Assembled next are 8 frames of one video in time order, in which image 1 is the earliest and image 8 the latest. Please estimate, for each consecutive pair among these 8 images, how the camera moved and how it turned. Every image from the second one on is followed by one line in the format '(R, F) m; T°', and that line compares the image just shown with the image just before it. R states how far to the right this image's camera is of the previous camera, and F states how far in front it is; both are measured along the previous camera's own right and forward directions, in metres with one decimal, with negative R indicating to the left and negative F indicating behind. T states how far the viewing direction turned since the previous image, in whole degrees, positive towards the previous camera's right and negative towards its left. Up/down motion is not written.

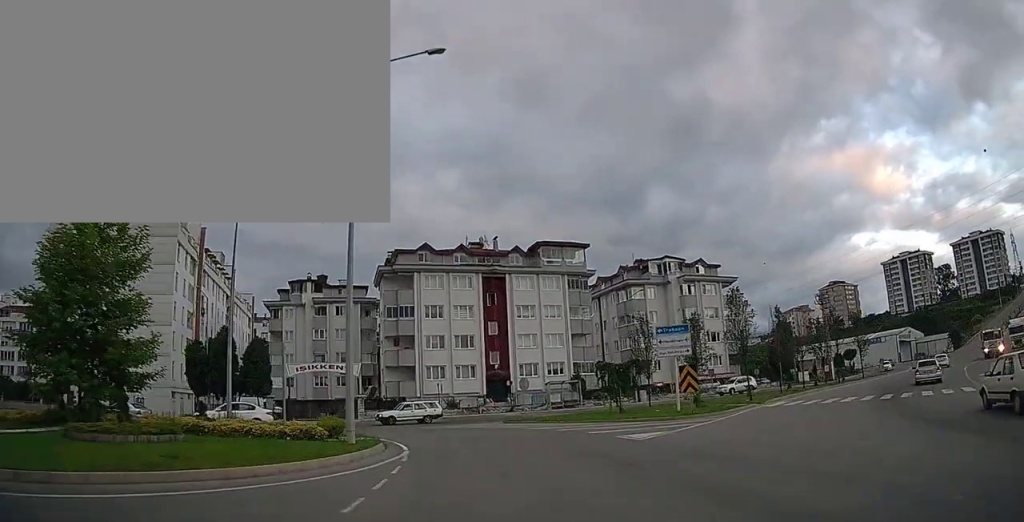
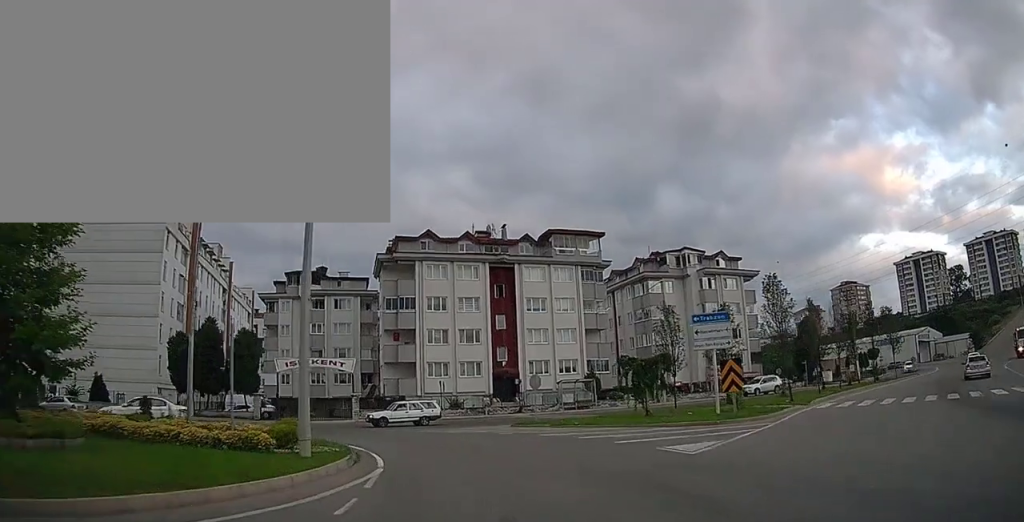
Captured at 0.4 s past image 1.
(+0.1, +4.4) m; 0°
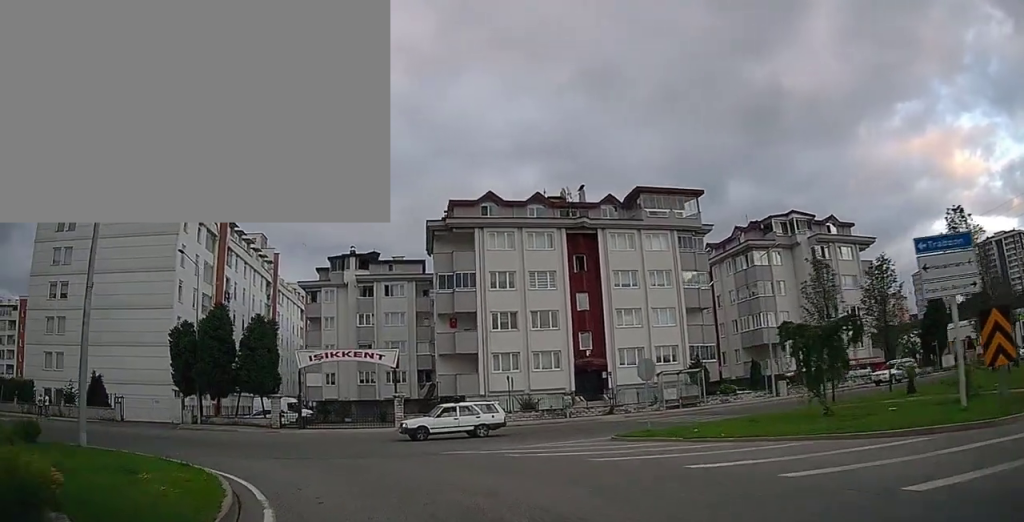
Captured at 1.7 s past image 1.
(-0.3, +10.9) m; -9°
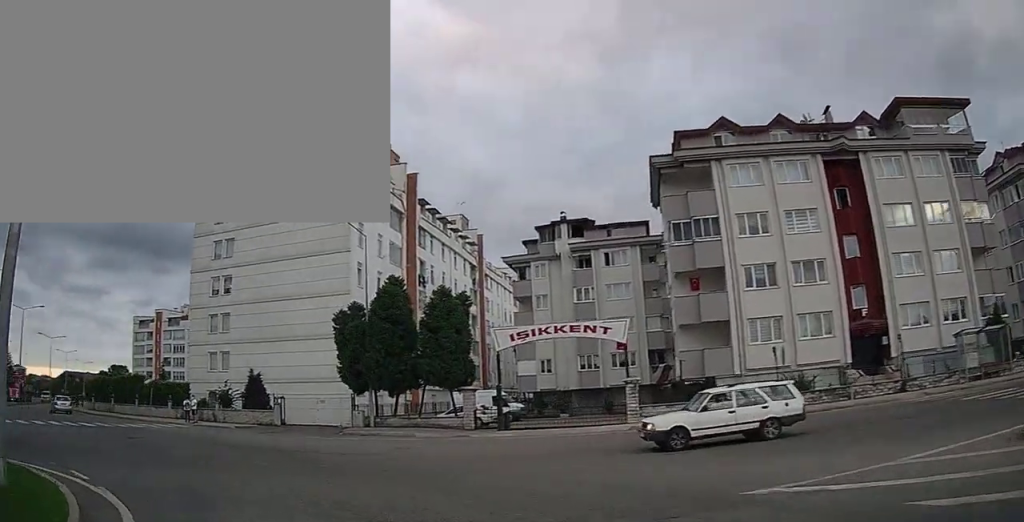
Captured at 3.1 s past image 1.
(-1.7, +8.6) m; -23°
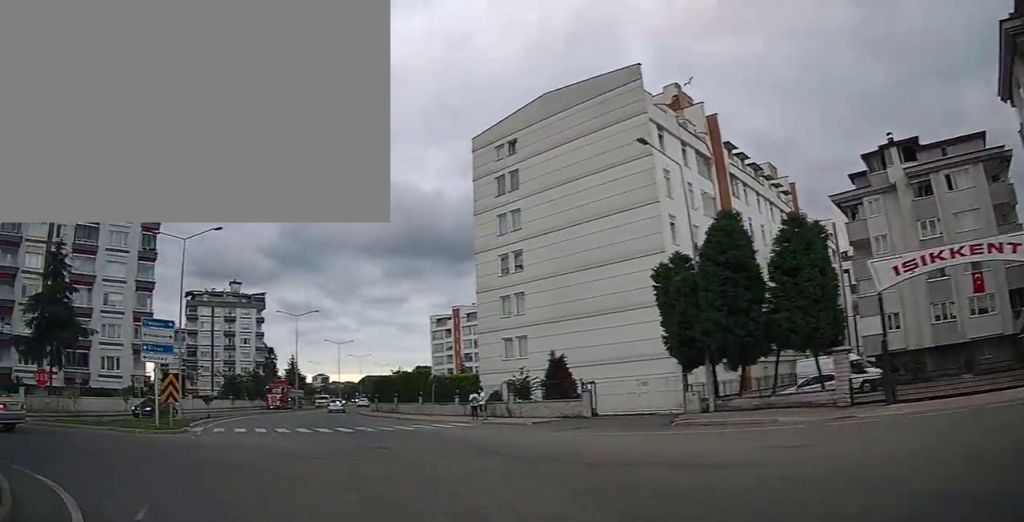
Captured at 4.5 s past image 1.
(-1.3, +5.2) m; -33°
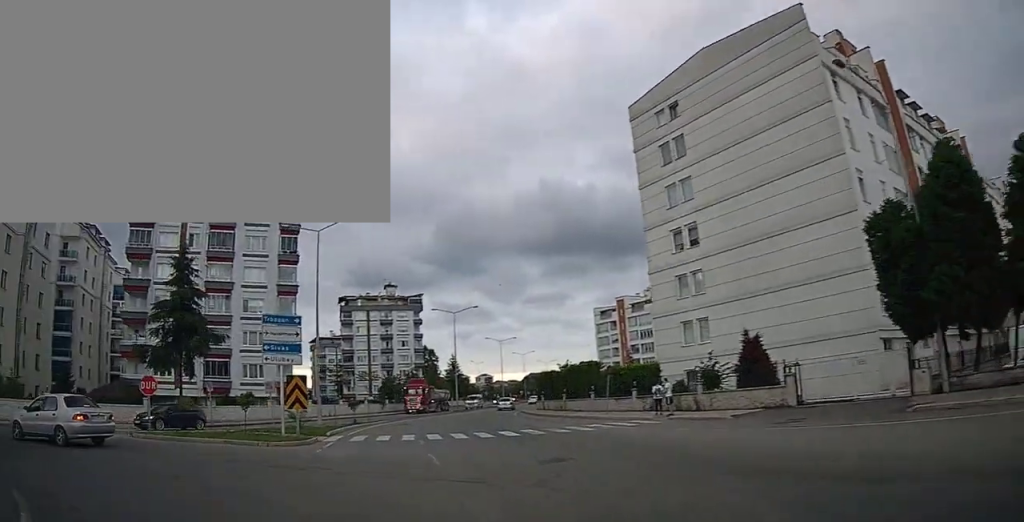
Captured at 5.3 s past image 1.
(-0.6, +4.4) m; -12°
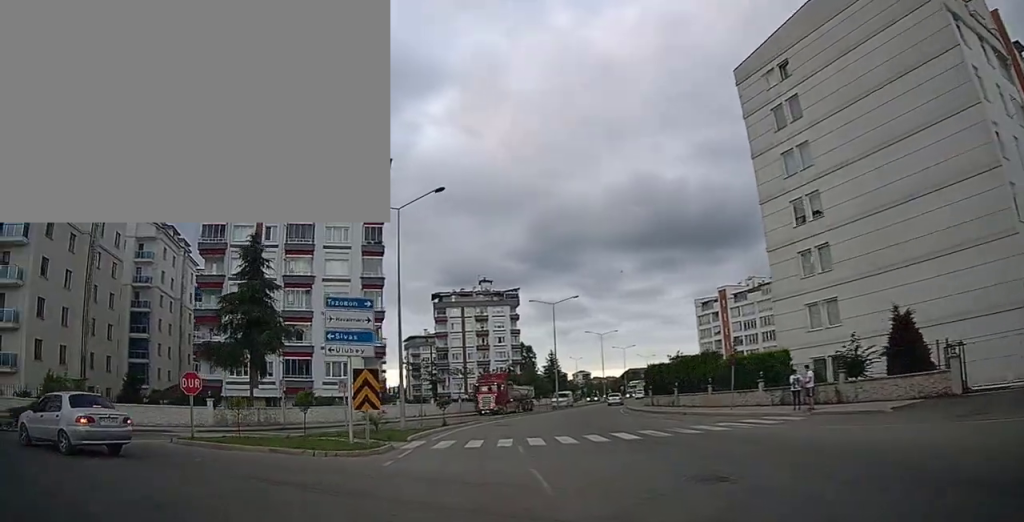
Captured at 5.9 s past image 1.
(-0.3, +4.2) m; -7°
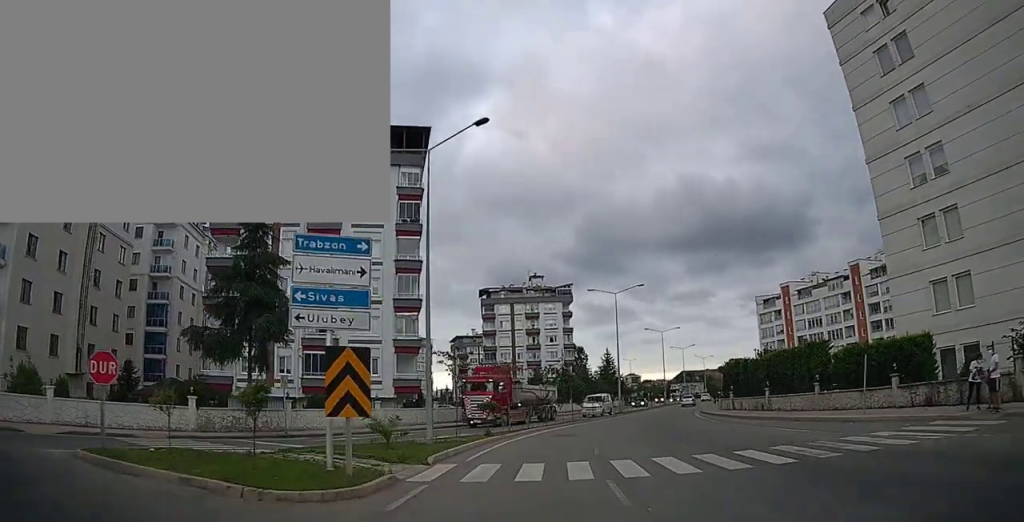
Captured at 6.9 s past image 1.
(-0.6, +7.0) m; -6°
